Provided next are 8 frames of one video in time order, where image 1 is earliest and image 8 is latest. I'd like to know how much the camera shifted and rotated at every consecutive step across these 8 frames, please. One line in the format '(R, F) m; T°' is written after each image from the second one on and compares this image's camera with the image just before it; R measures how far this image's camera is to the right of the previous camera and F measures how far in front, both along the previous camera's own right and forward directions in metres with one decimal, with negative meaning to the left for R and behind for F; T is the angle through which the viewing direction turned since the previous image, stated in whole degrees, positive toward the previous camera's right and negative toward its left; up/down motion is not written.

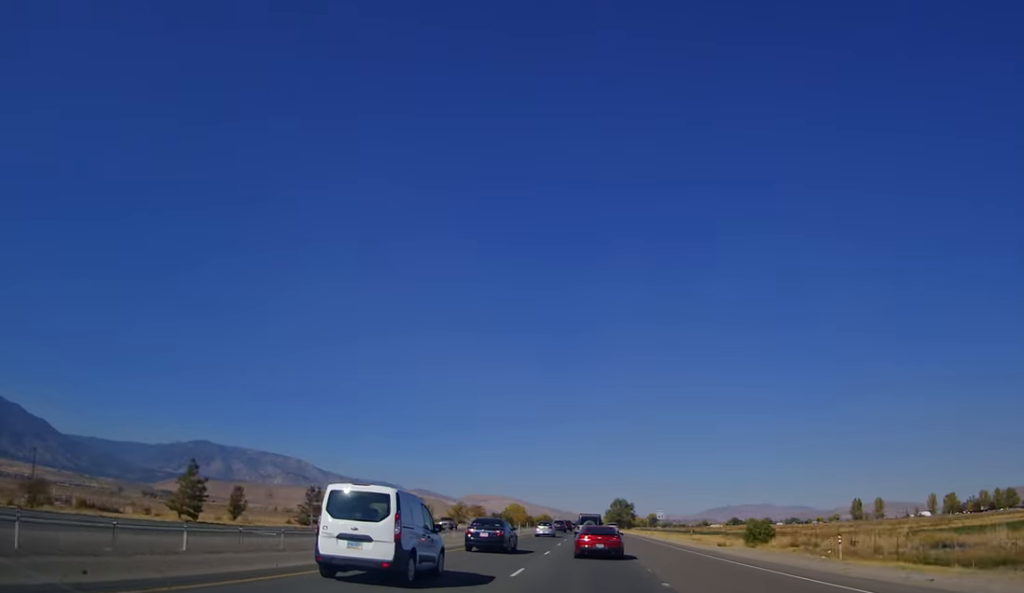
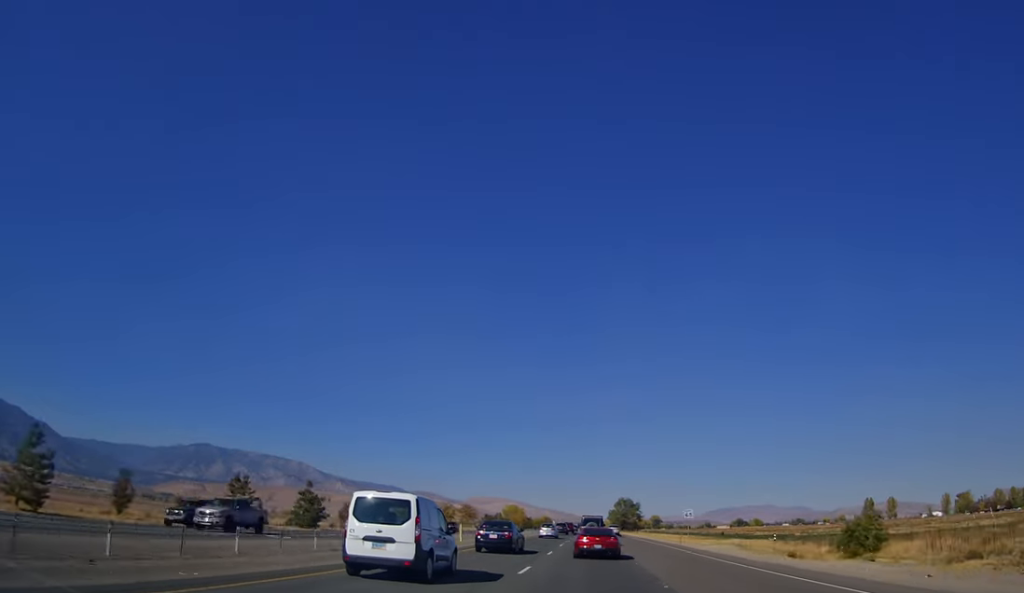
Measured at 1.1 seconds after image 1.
(0.0, +22.5) m; 0°
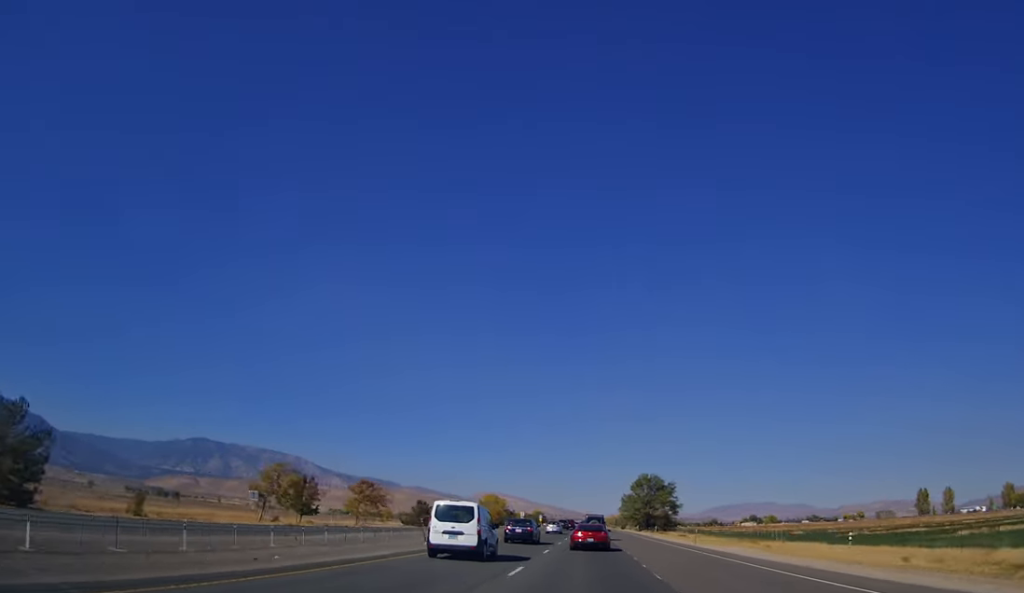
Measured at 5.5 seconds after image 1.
(0.0, +98.5) m; 0°
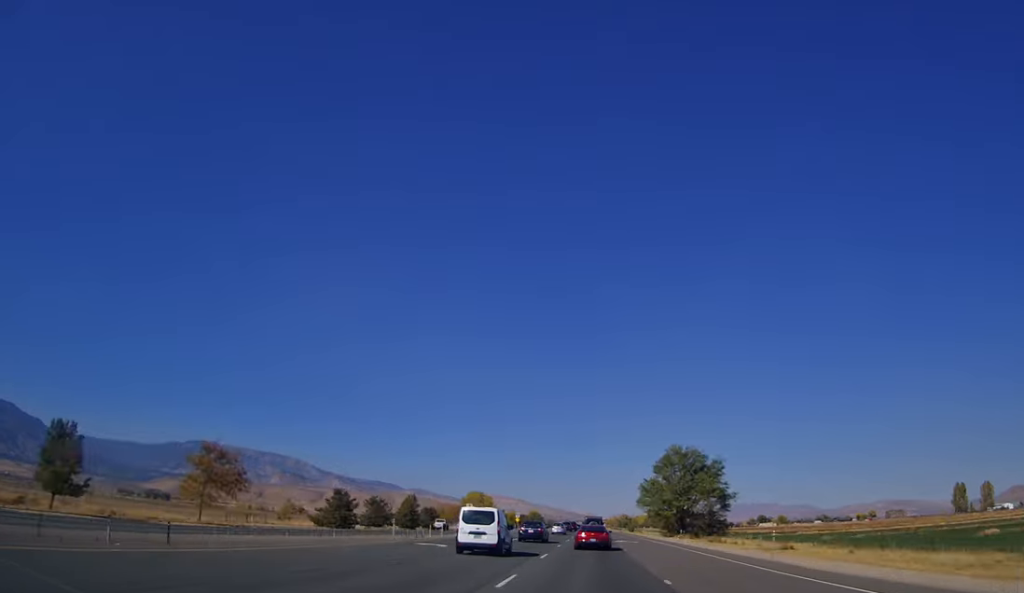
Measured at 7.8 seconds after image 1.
(0.0, +51.7) m; -1°
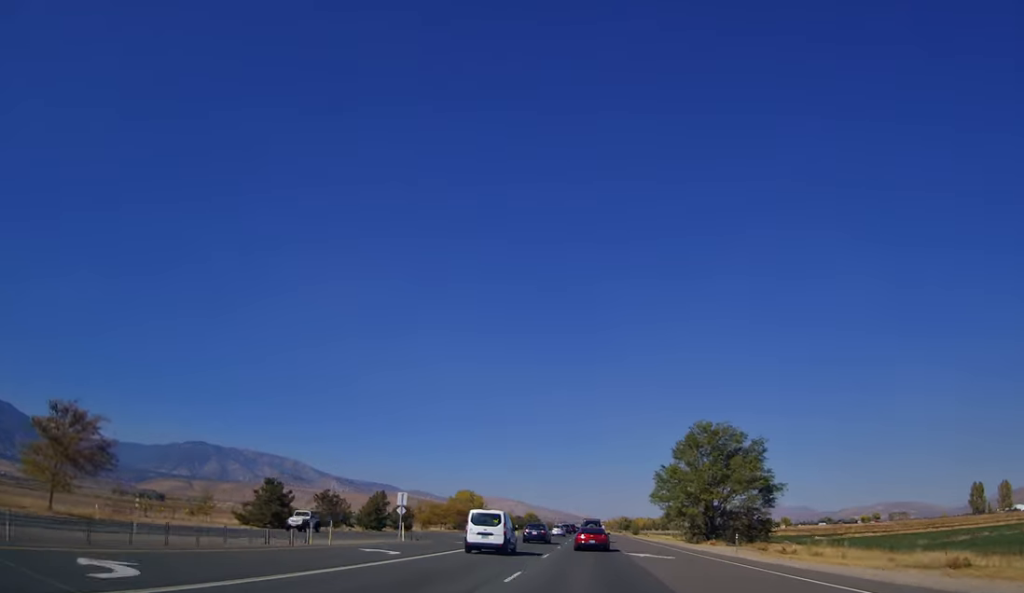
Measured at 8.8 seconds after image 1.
(+0.1, +23.0) m; 0°
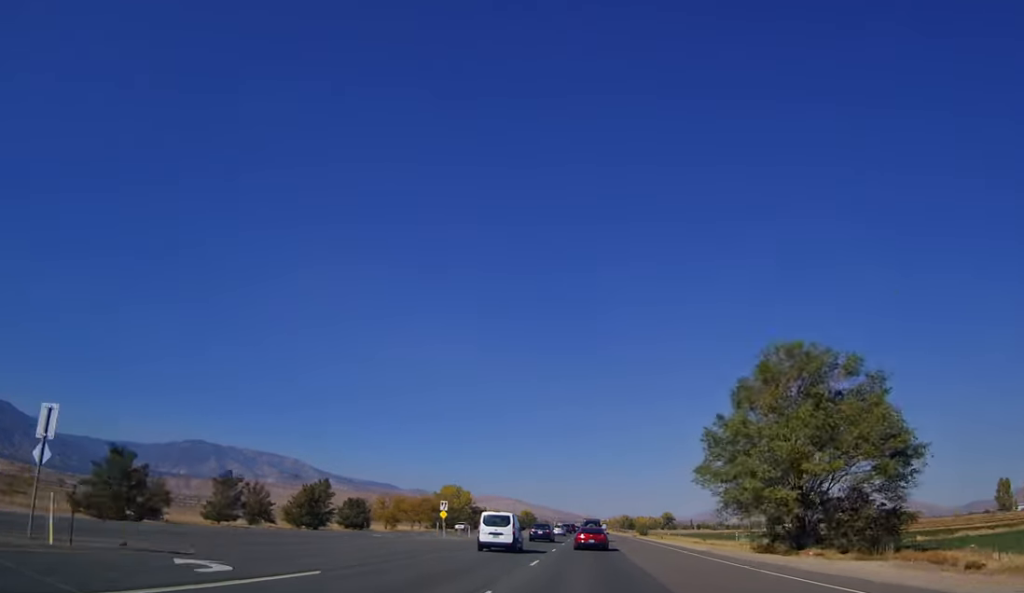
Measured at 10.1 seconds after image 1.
(-0.5, +29.5) m; 0°
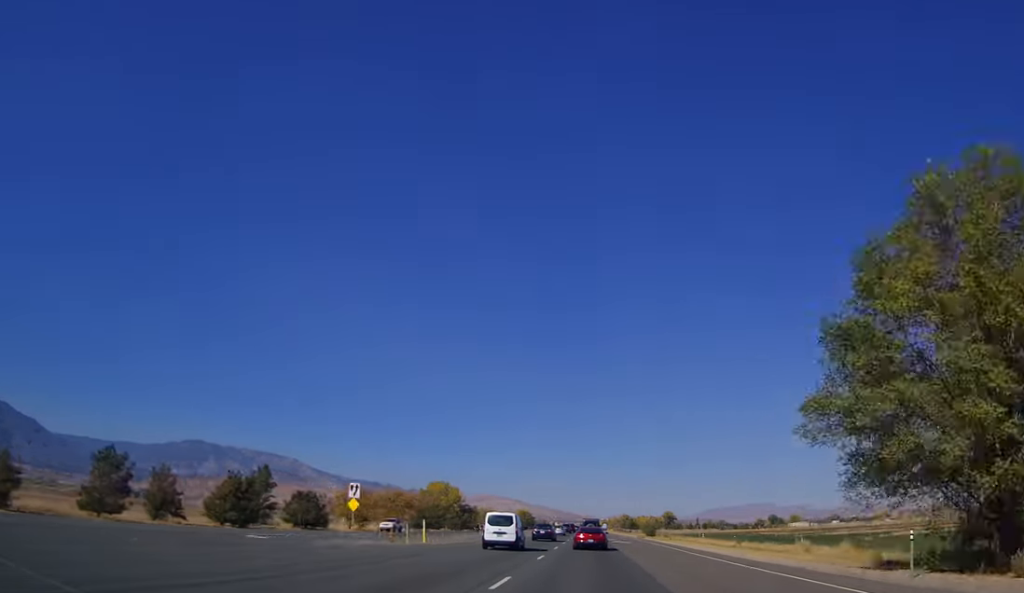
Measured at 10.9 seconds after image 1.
(-0.1, +20.3) m; 0°
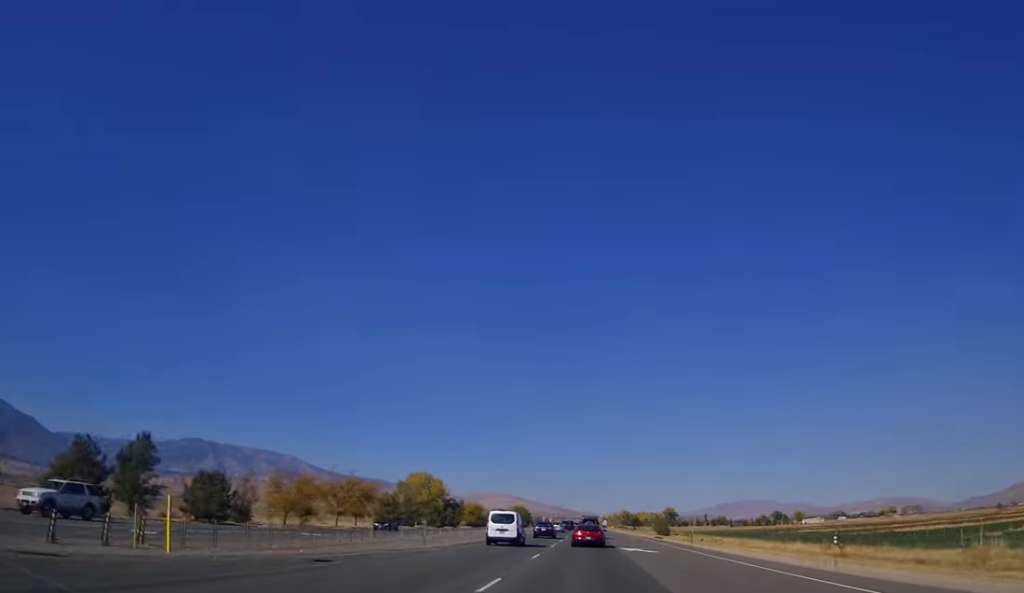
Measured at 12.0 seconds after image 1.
(+0.4, +25.2) m; +1°
